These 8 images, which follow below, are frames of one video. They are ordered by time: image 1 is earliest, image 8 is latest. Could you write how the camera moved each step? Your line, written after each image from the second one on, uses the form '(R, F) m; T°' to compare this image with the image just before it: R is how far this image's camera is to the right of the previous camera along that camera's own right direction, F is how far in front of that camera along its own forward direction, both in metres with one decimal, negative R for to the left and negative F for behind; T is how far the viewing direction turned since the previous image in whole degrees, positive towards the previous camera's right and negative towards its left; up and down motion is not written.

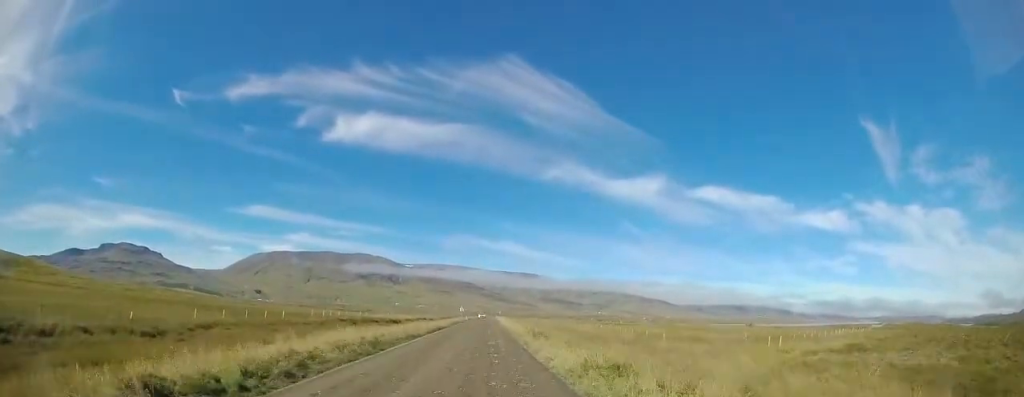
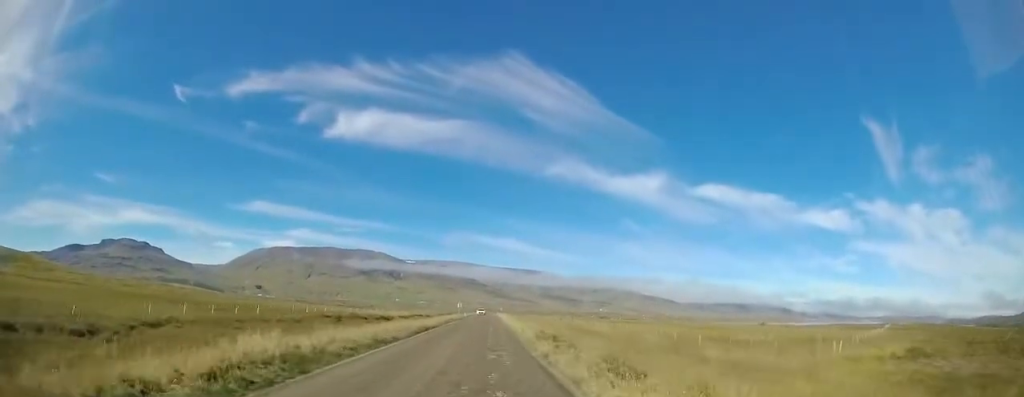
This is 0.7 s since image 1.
(-0.2, +6.2) m; -1°
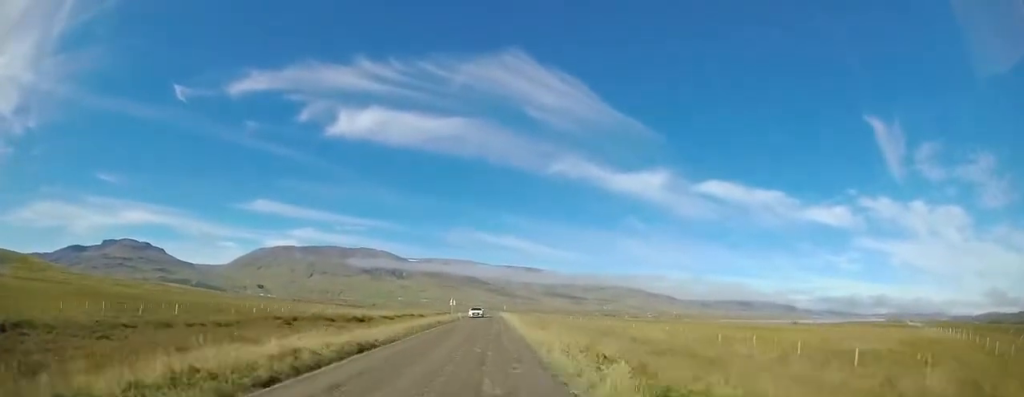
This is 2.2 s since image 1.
(+0.3, +14.3) m; 0°
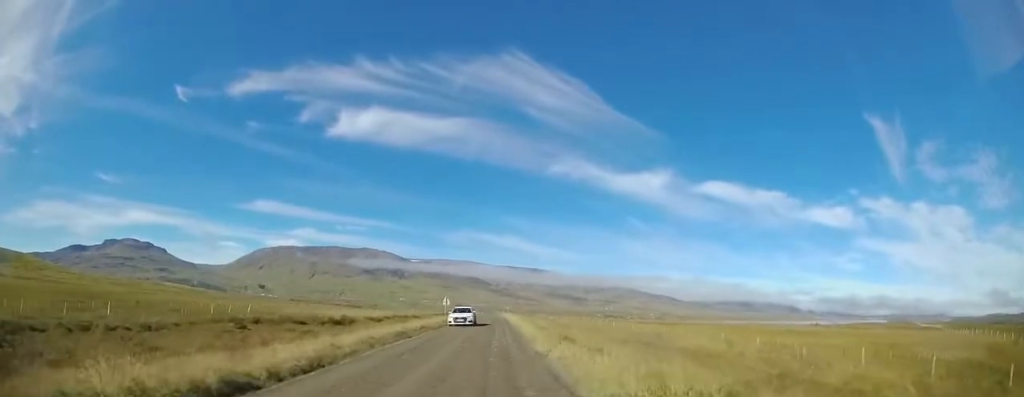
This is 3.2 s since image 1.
(0.0, +8.3) m; -2°
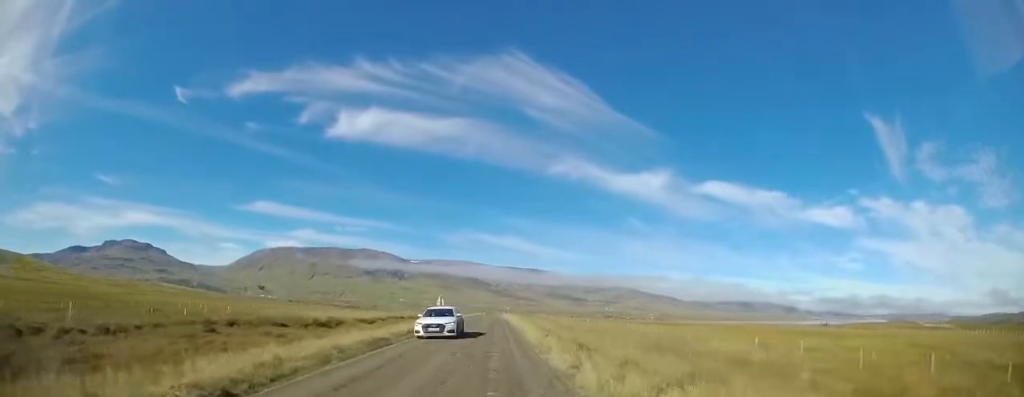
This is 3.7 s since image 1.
(+0.1, +3.9) m; -1°
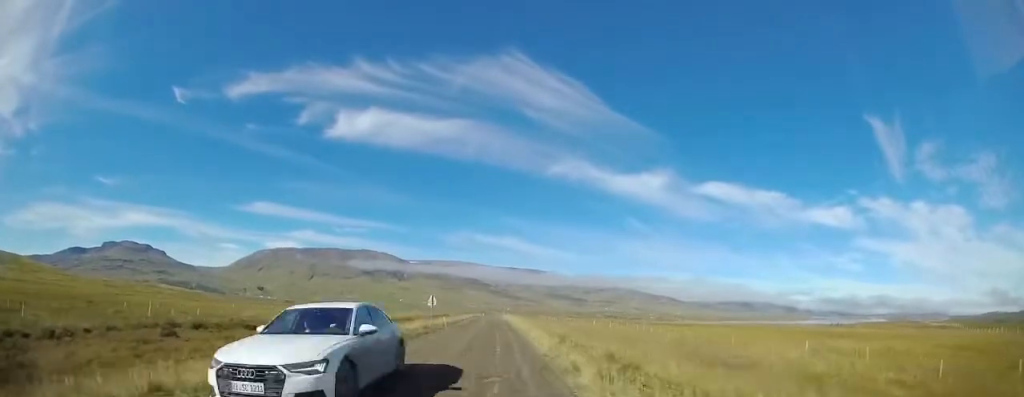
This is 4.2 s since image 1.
(-0.2, +4.5) m; -1°
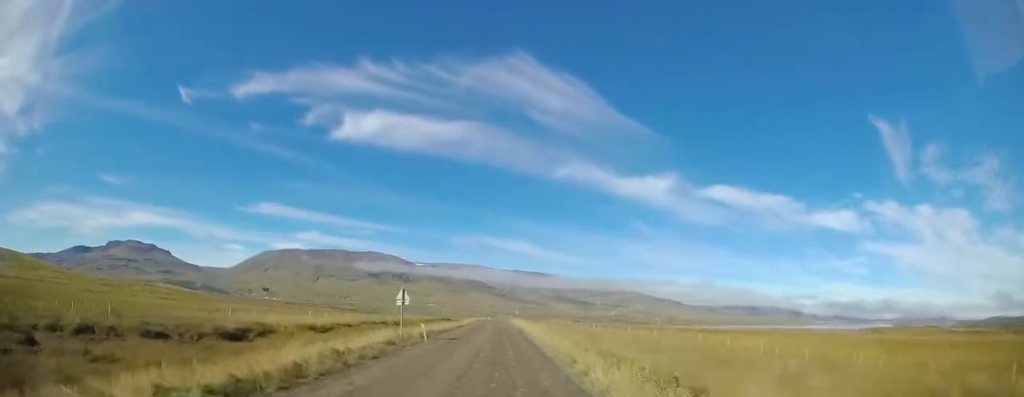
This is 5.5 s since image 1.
(0.0, +11.5) m; +1°
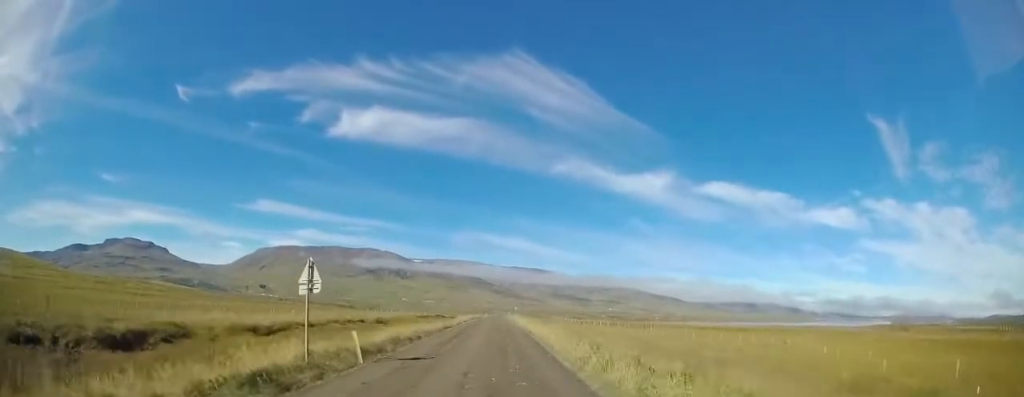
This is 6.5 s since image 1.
(-0.1, +9.4) m; +1°
